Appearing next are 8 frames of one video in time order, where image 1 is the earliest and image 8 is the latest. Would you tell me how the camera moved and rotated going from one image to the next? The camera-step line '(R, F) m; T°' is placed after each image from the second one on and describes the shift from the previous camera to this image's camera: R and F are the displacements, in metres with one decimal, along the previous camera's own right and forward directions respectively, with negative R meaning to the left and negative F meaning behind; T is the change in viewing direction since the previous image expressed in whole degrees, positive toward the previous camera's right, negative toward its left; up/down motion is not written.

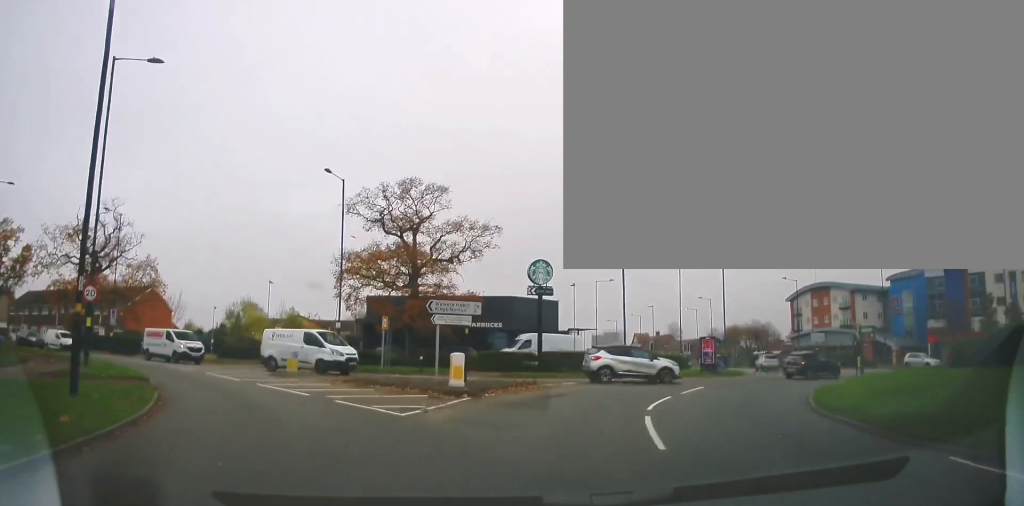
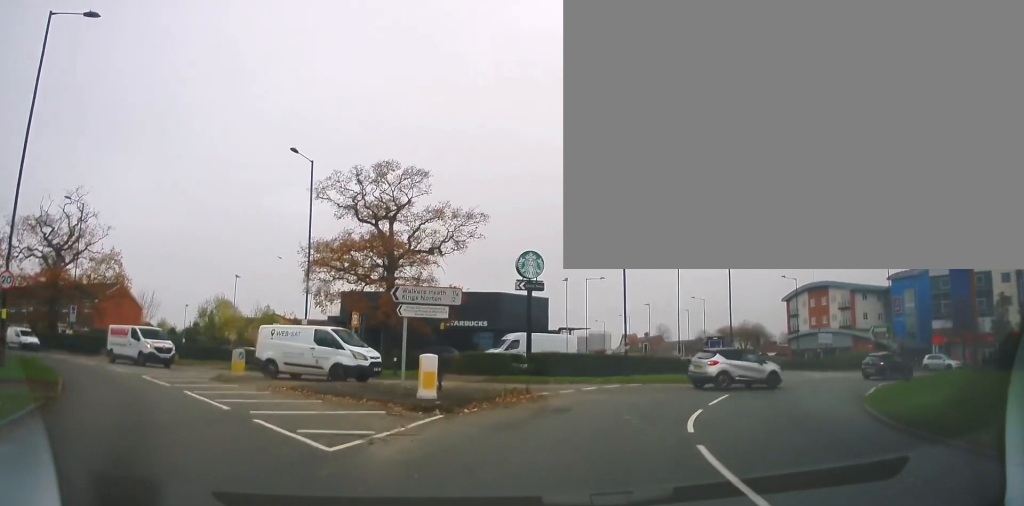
(-0.1, +4.3) m; 0°
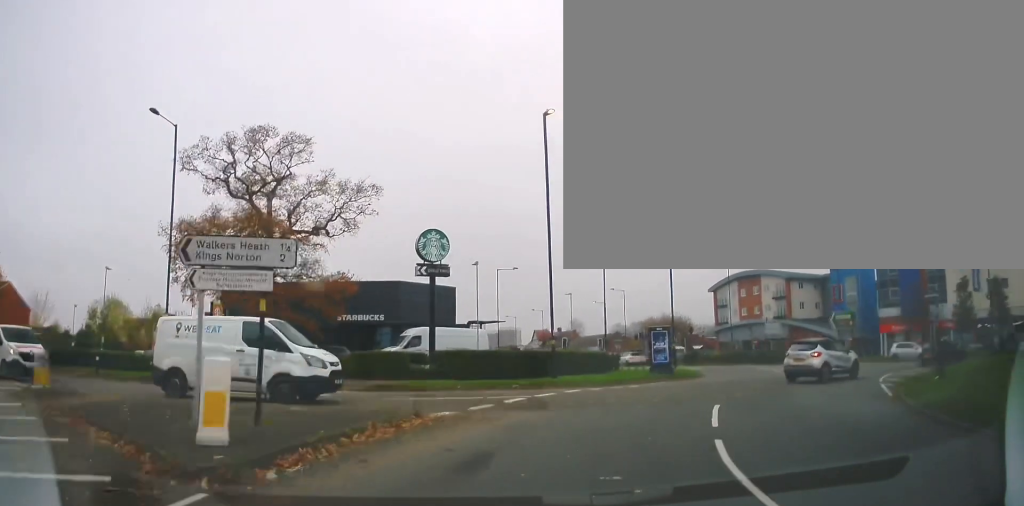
(+0.2, +5.9) m; +6°
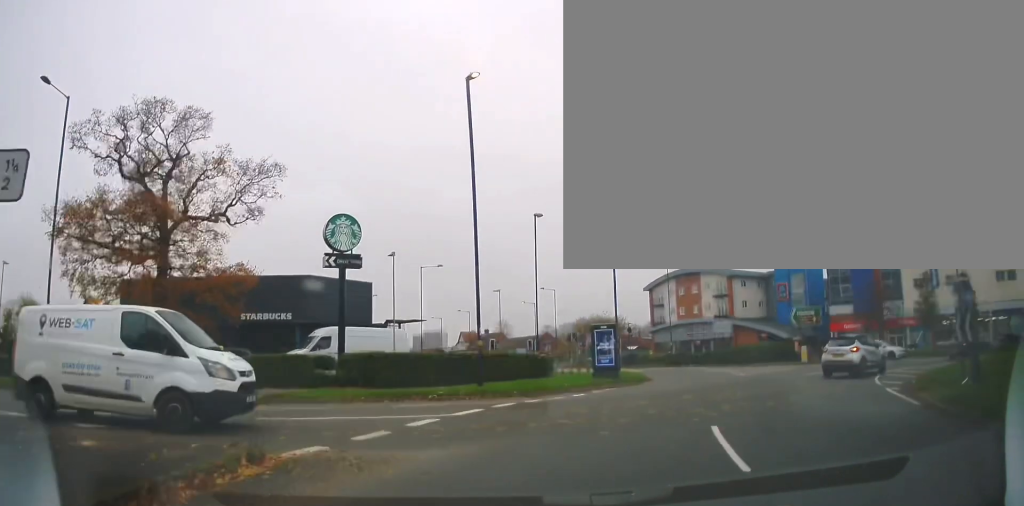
(+0.2, +4.0) m; +6°
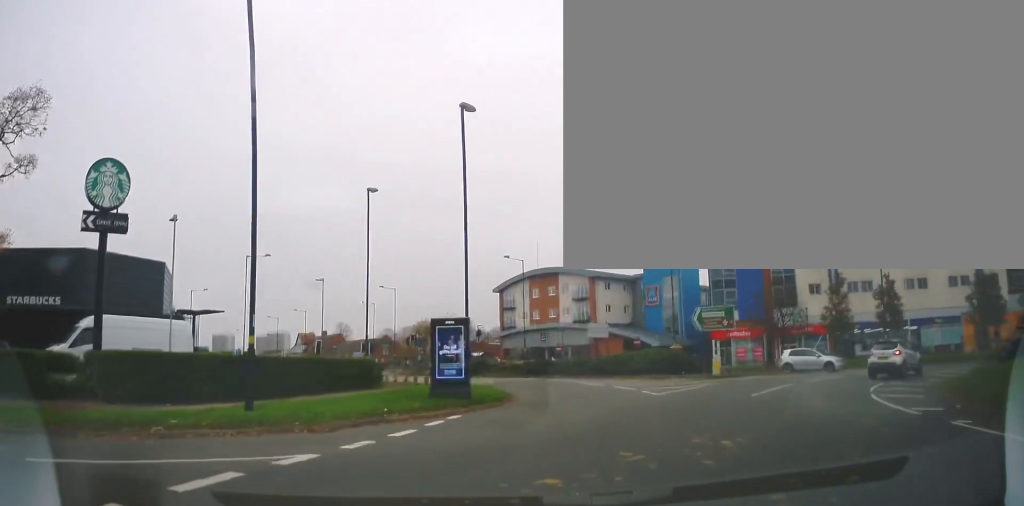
(+0.8, +8.2) m; +16°
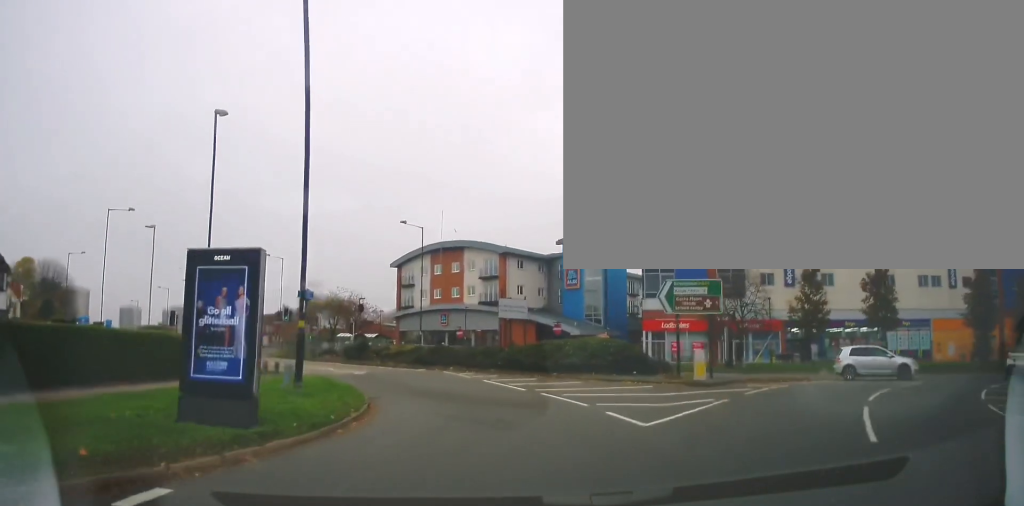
(+1.4, +9.9) m; +9°
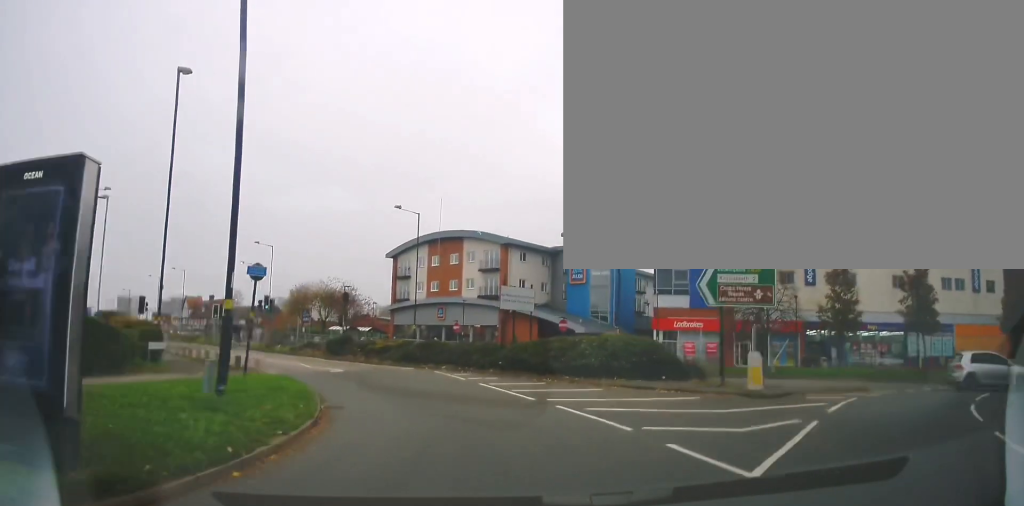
(0.0, +4.2) m; -1°
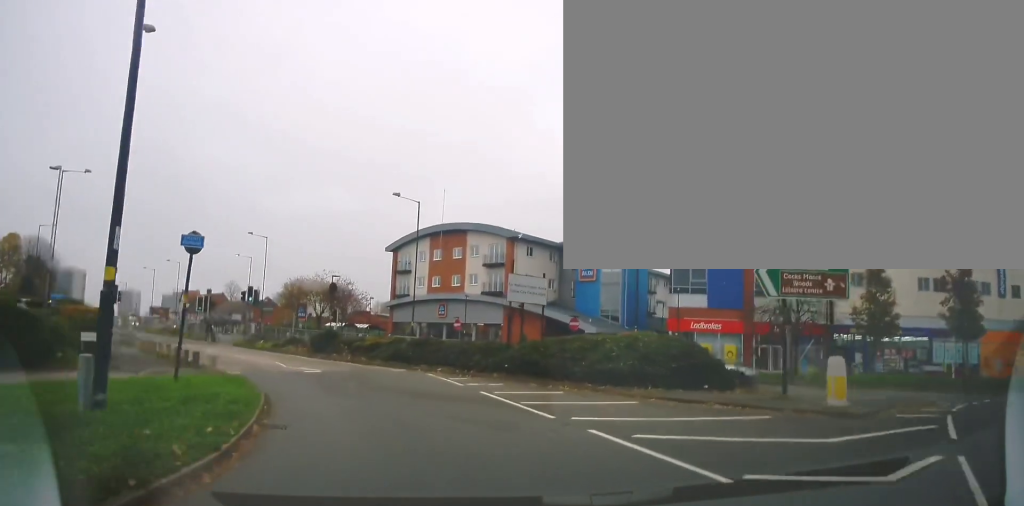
(0.0, +3.6) m; 0°
